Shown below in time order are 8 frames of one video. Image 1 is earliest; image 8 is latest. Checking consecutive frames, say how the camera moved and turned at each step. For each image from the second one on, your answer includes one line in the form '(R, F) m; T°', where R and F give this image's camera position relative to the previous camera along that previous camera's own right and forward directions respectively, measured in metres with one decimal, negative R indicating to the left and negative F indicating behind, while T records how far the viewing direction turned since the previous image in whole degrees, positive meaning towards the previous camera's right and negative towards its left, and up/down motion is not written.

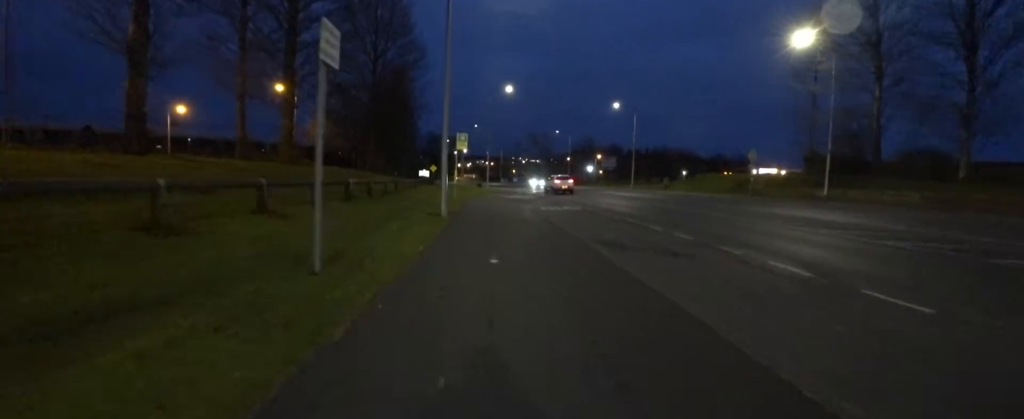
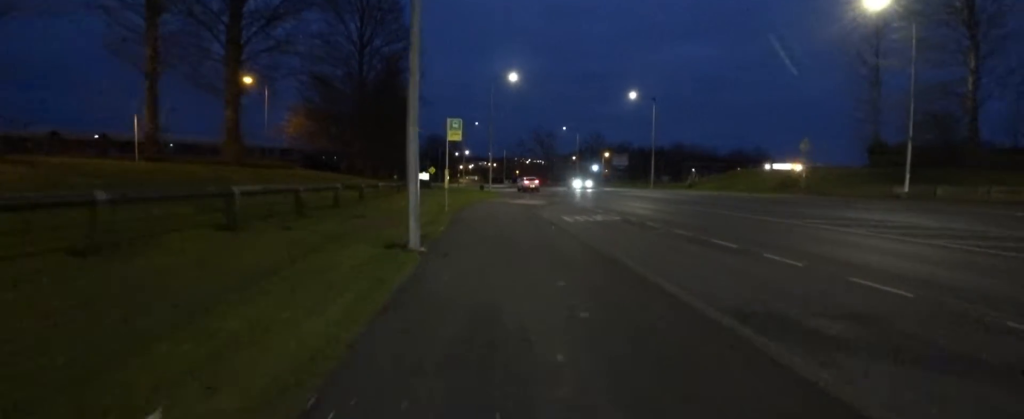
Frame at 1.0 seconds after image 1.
(+0.9, +5.3) m; +1°
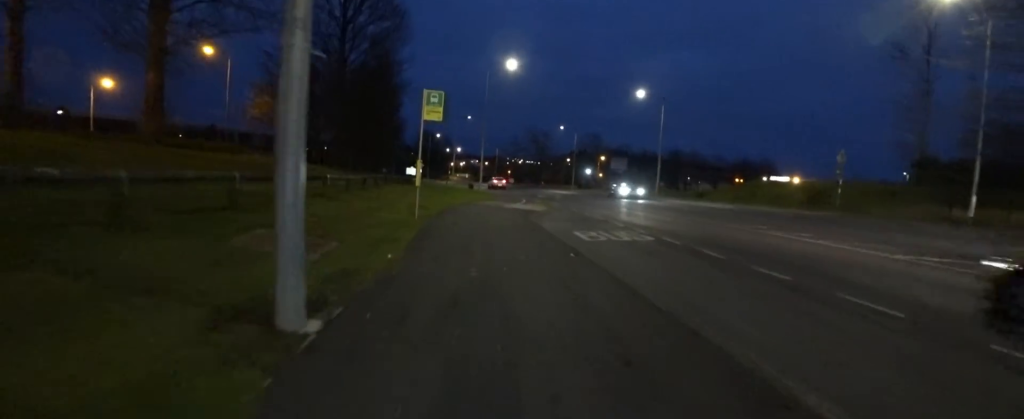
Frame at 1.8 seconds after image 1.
(-0.5, +4.0) m; 0°
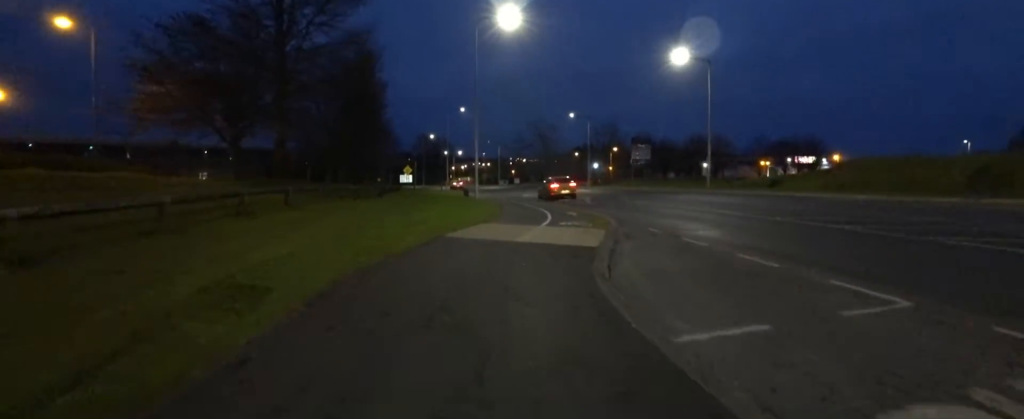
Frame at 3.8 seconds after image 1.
(+0.2, +9.3) m; 0°
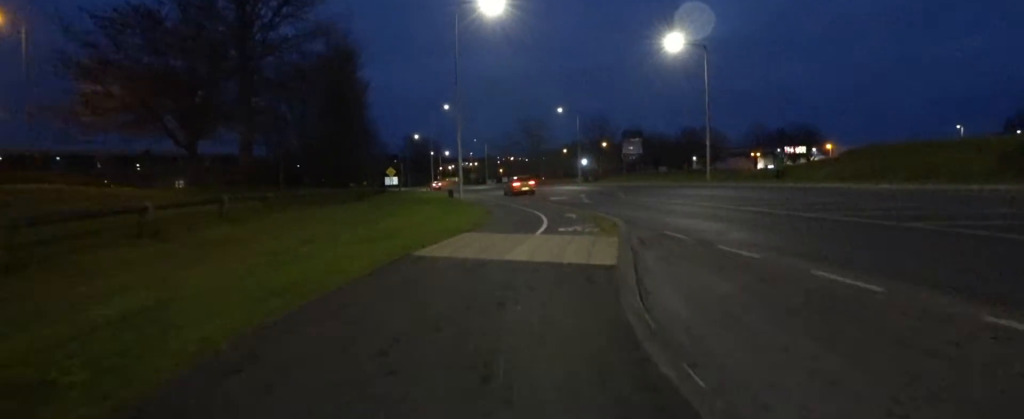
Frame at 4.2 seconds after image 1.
(-0.6, +2.0) m; -1°
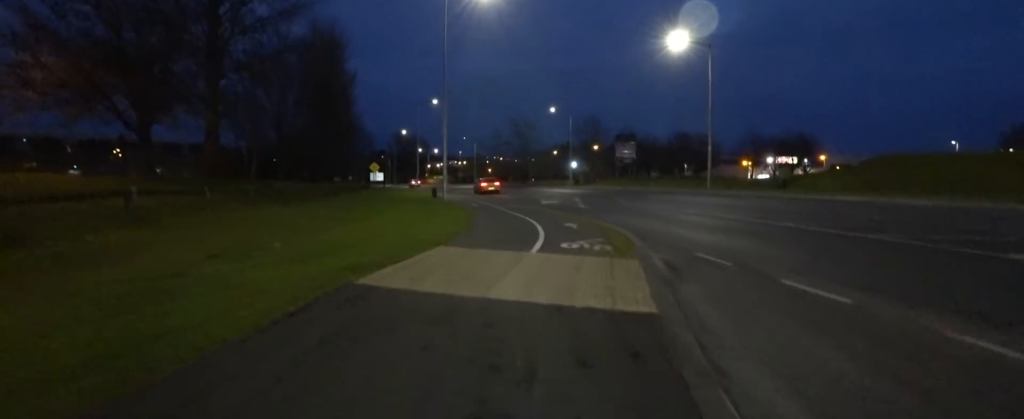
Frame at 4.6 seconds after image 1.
(+0.3, +1.8) m; +1°
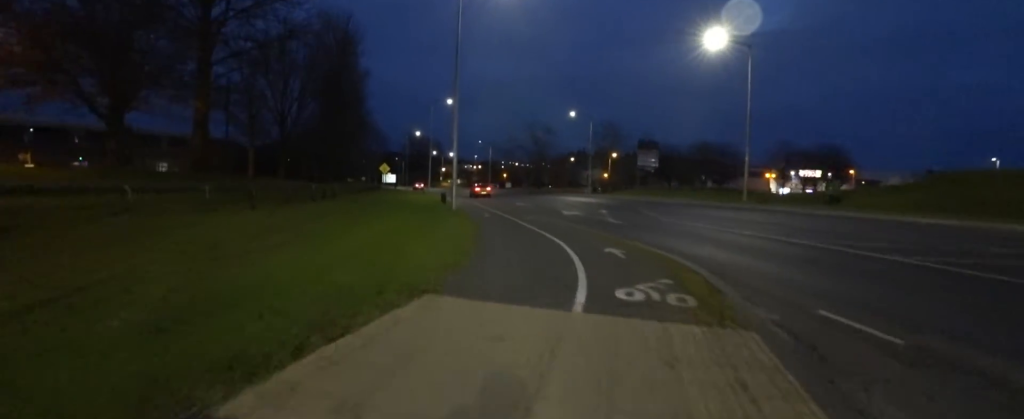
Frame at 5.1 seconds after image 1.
(+0.7, +2.3) m; +2°
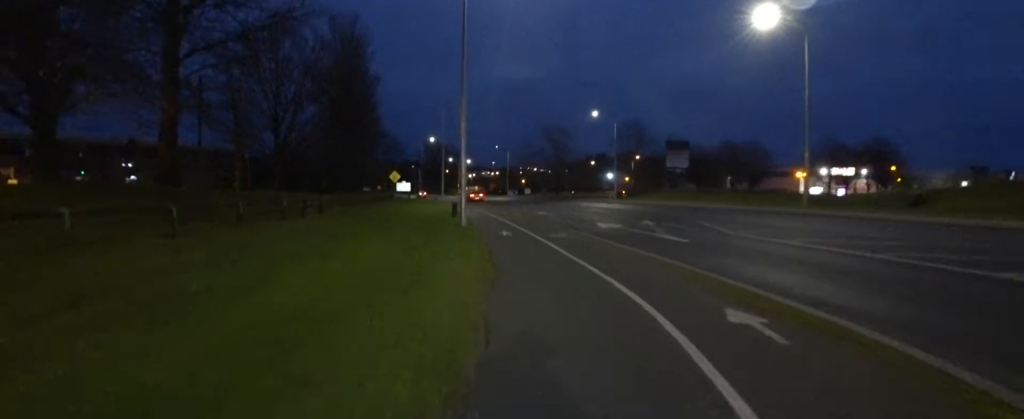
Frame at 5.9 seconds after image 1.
(-0.5, +3.2) m; +1°
